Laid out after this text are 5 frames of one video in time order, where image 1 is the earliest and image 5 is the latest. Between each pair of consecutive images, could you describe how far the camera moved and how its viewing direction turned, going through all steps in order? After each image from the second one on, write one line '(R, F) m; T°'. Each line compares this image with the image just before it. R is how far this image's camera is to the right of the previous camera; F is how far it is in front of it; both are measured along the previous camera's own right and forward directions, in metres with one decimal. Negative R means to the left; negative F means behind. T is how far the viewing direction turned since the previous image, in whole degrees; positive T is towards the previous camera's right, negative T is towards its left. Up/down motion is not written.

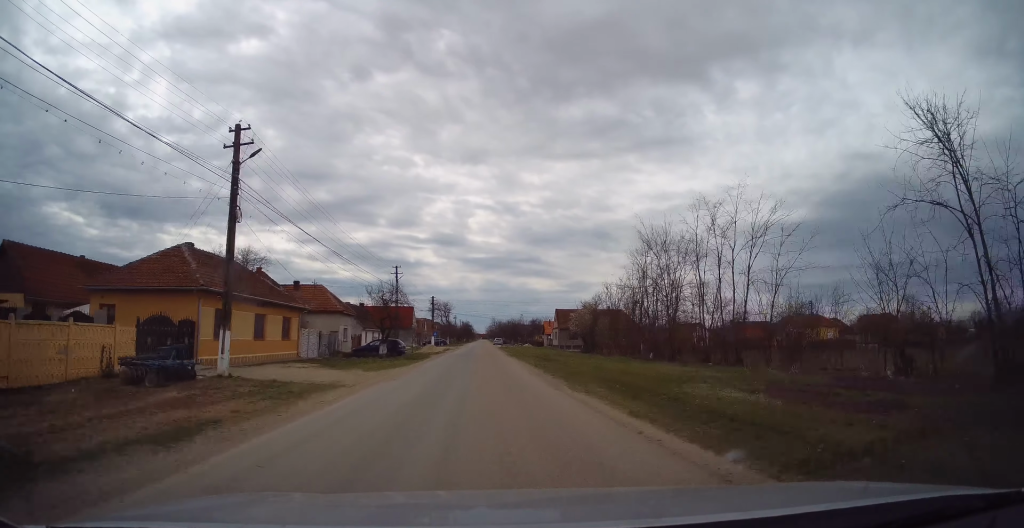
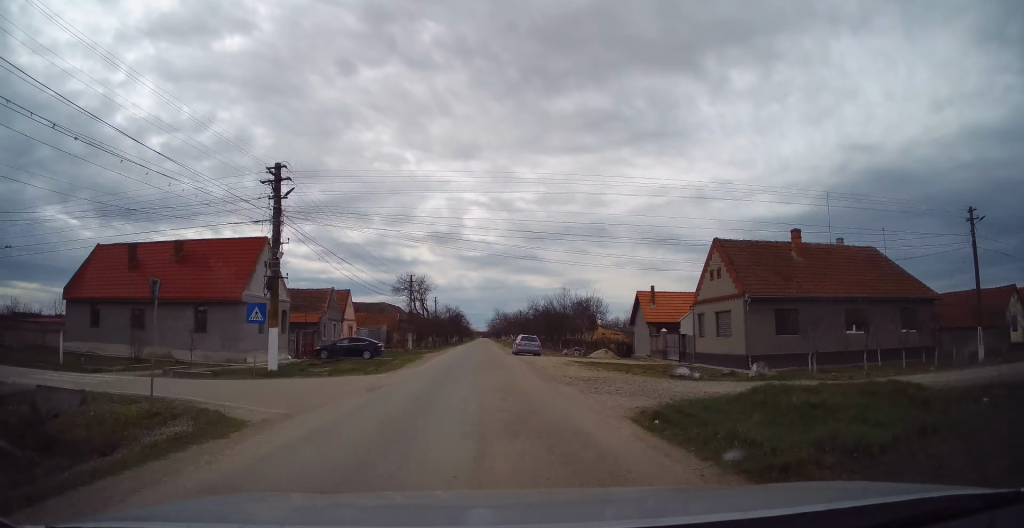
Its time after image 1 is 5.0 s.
(-0.7, +65.6) m; 0°
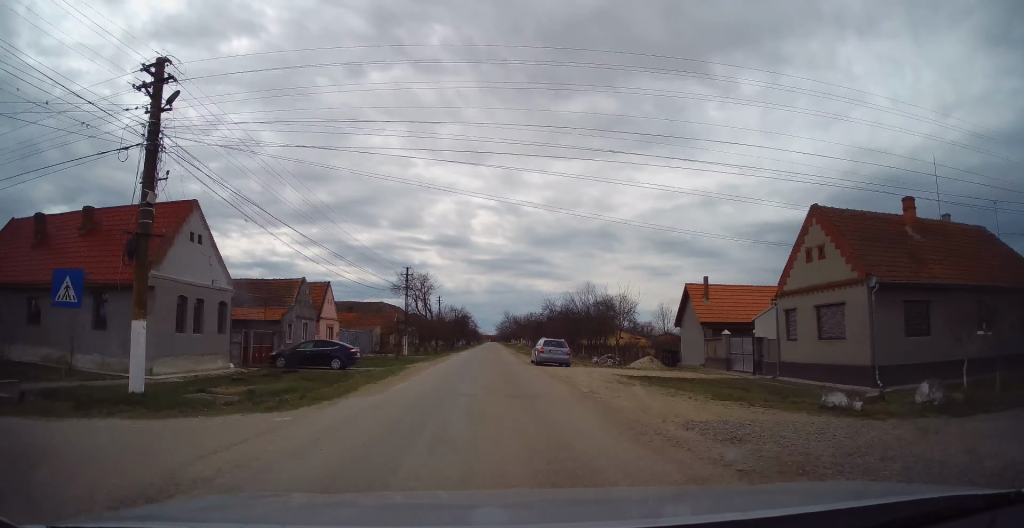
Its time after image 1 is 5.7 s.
(-0.1, +9.6) m; -1°
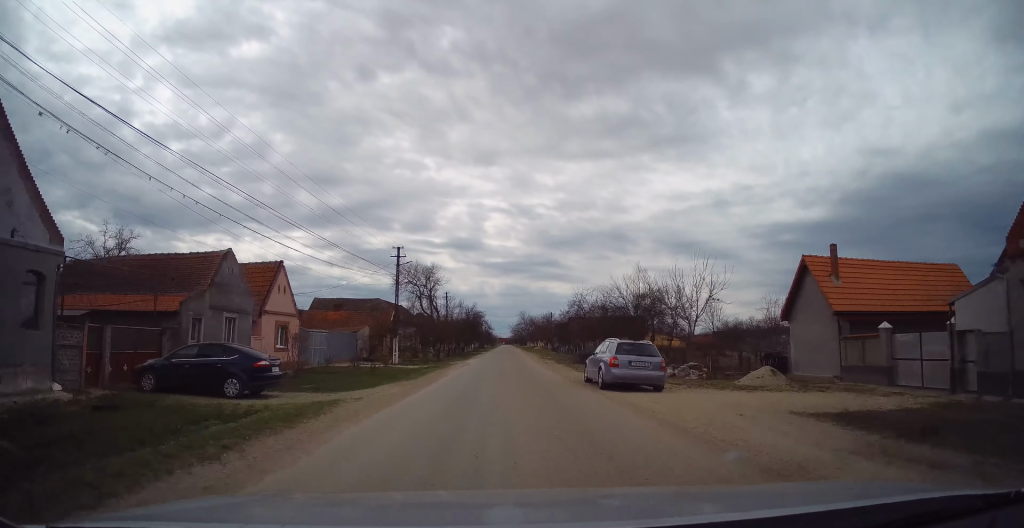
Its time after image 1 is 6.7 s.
(0.0, +12.6) m; 0°
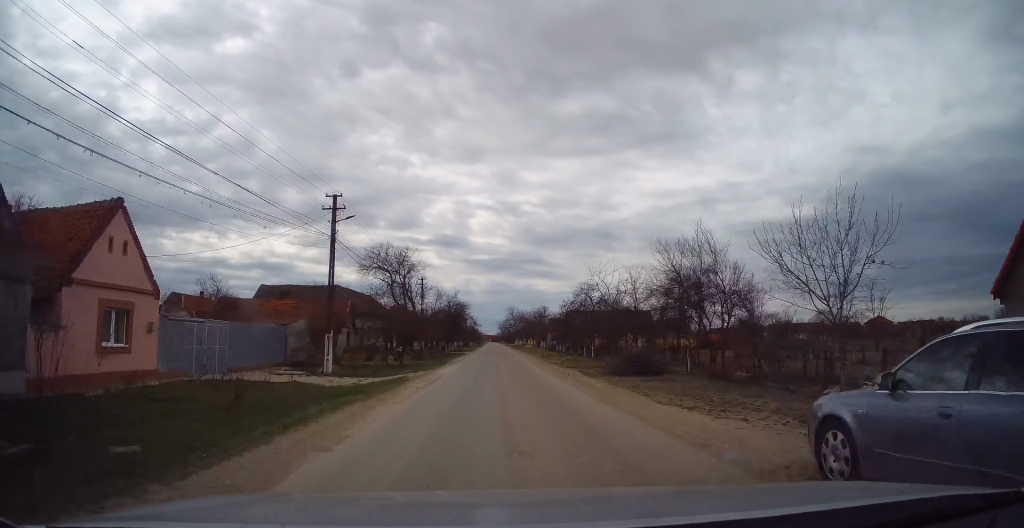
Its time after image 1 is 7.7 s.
(0.0, +13.0) m; 0°
